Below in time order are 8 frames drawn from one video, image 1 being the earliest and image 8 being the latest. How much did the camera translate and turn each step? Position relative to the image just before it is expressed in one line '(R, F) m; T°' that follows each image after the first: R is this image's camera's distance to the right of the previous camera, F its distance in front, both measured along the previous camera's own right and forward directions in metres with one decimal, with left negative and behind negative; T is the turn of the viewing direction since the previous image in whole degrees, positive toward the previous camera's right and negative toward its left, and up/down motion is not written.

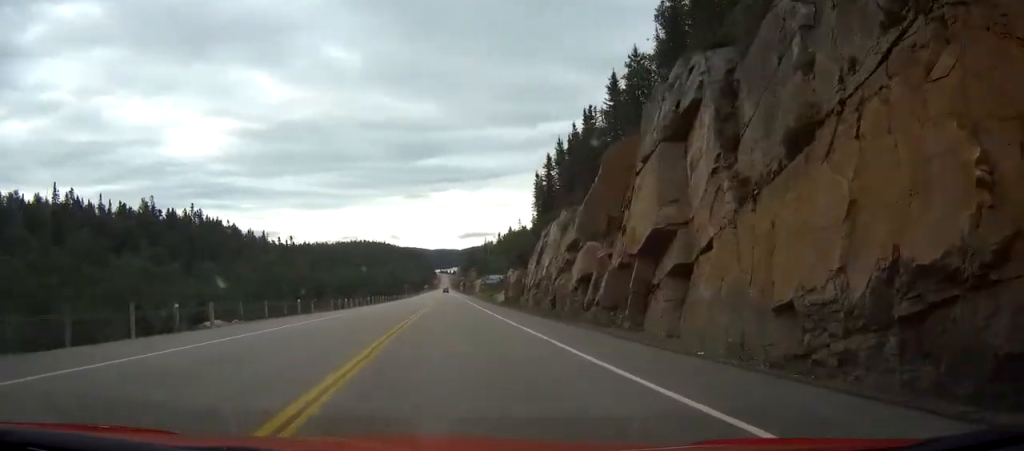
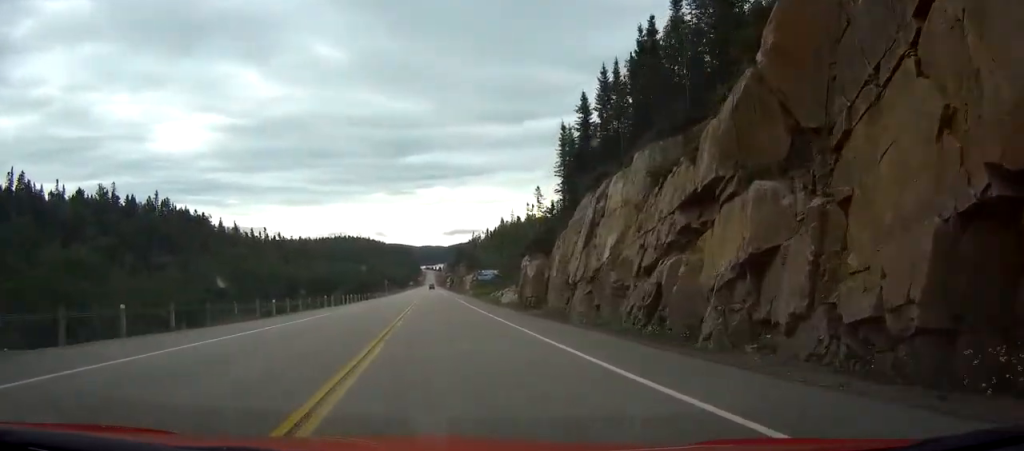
(+0.3, +21.9) m; +1°
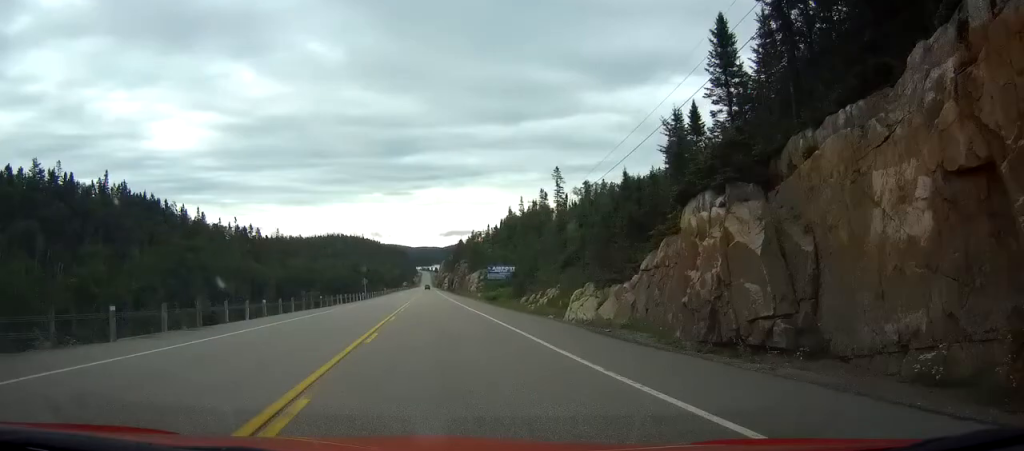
(0.0, +35.5) m; 0°
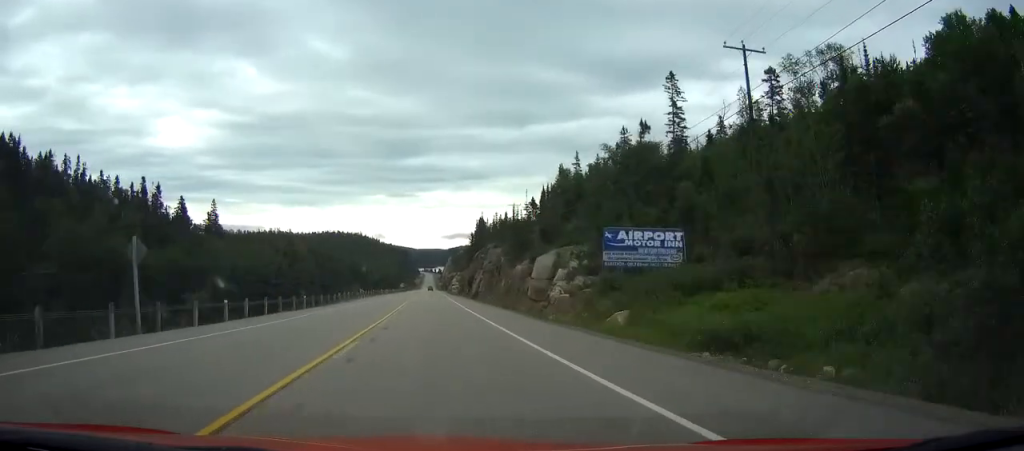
(-0.1, +79.2) m; 0°
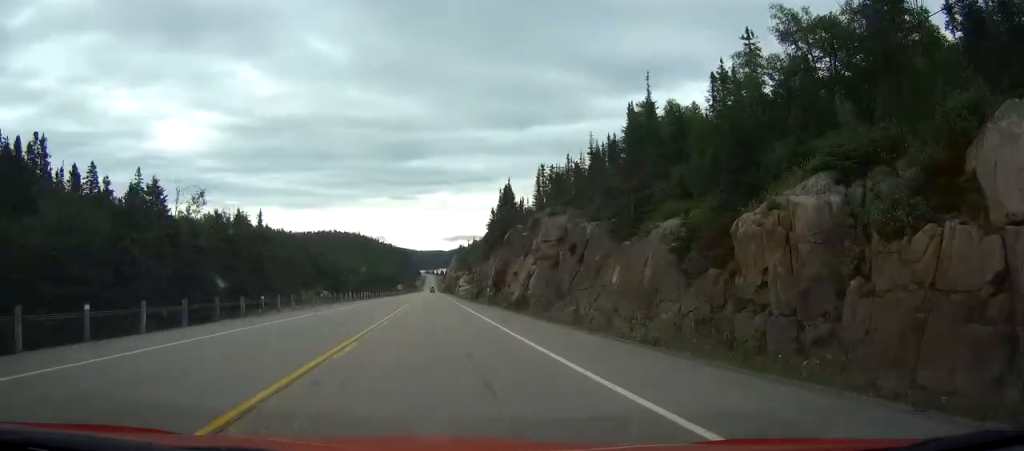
(+0.1, +48.3) m; 0°
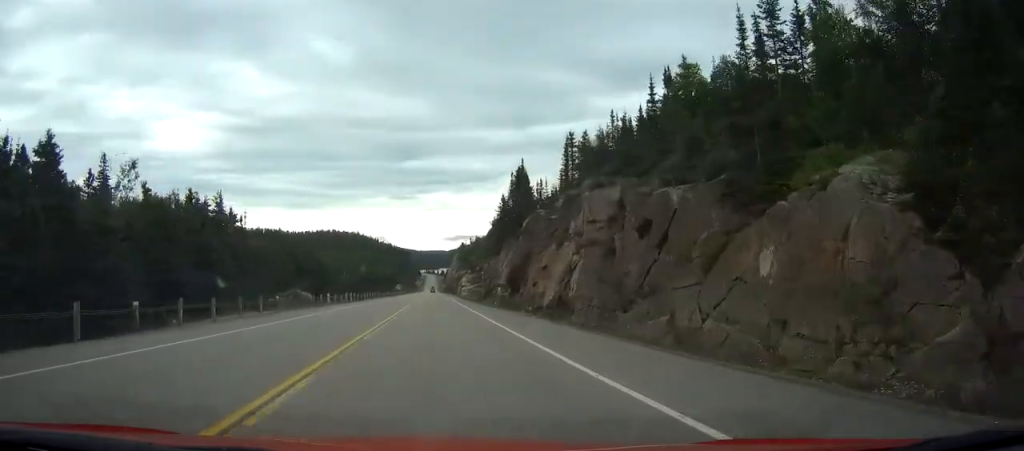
(0.0, +15.2) m; 0°
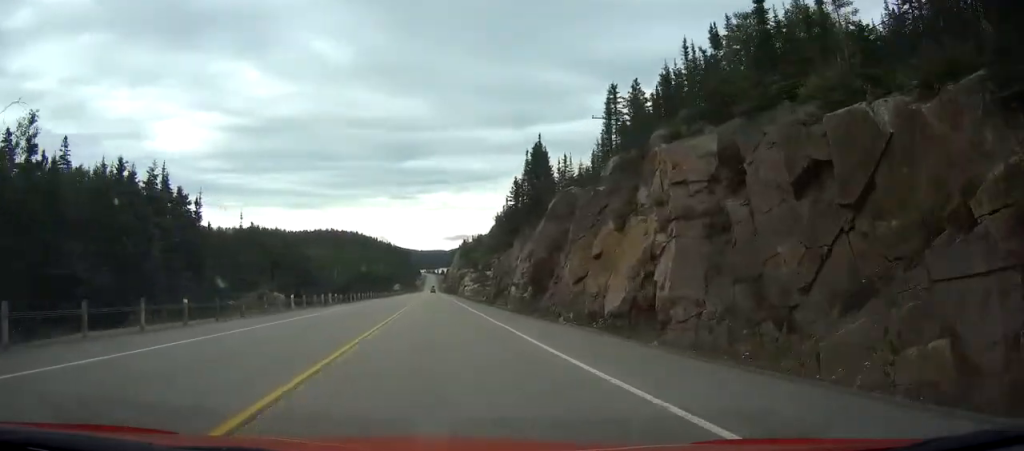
(0.0, +14.1) m; 0°
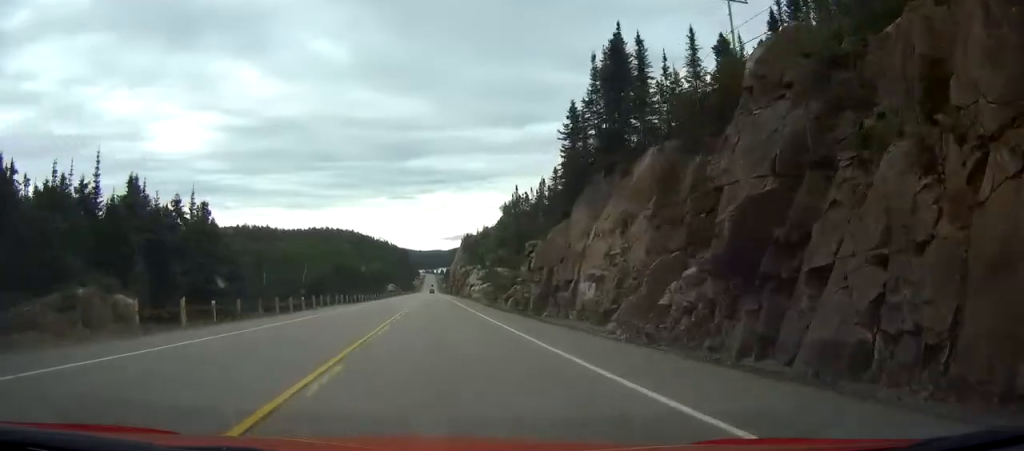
(0.0, +32.7) m; 0°
